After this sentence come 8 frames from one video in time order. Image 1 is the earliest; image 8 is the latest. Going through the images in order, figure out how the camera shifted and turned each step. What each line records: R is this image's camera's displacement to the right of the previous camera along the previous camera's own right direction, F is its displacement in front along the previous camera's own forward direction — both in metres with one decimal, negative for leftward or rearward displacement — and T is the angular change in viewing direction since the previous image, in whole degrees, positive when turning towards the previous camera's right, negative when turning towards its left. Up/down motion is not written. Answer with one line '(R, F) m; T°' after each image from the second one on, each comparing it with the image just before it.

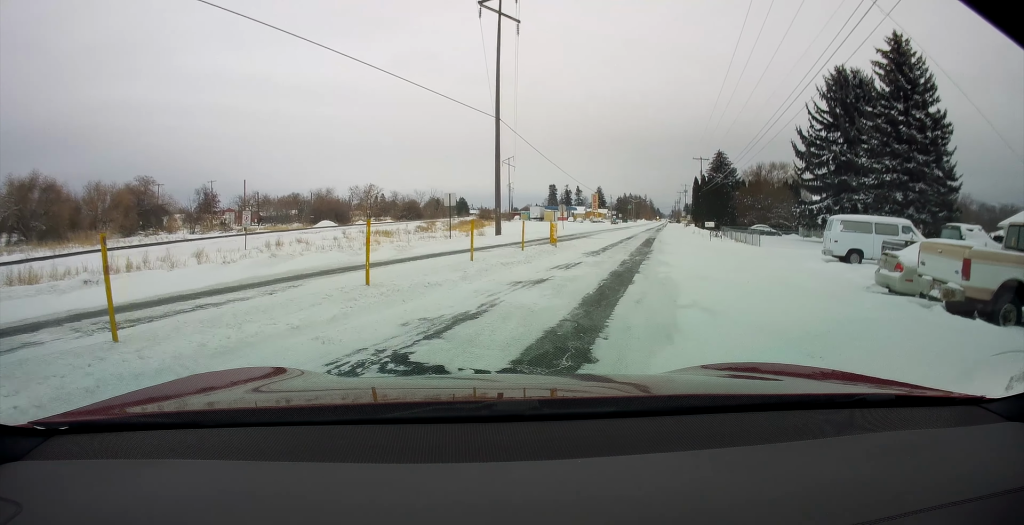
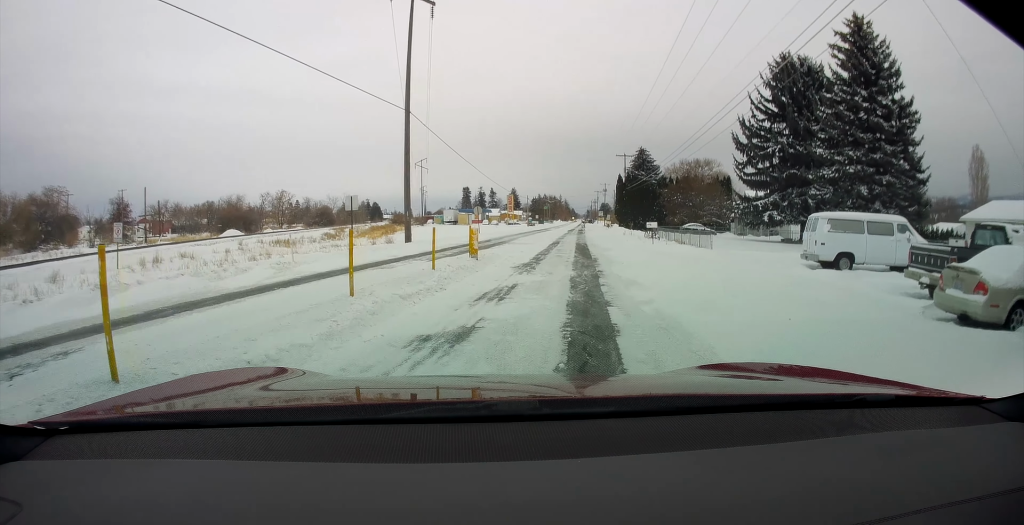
(+0.4, +3.6) m; +9°
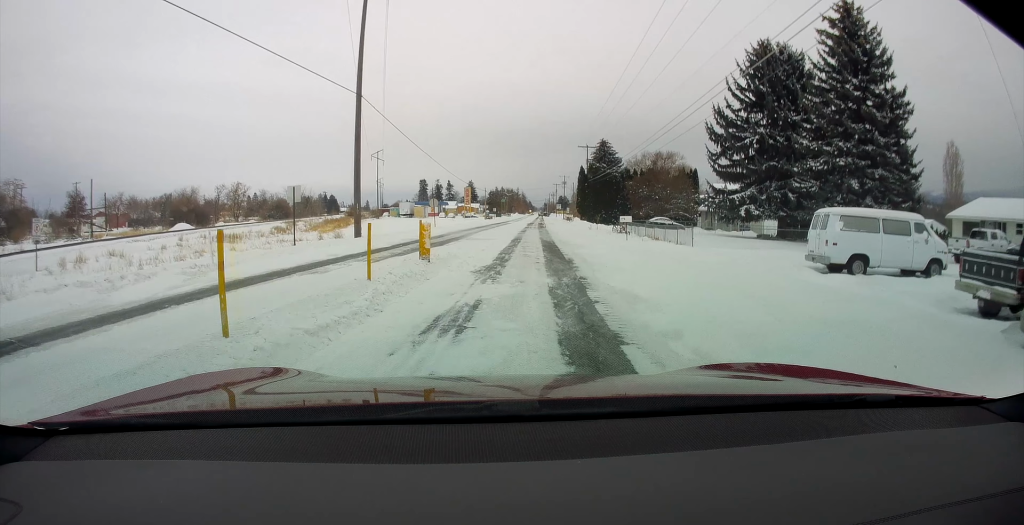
(+0.1, +2.4) m; +4°
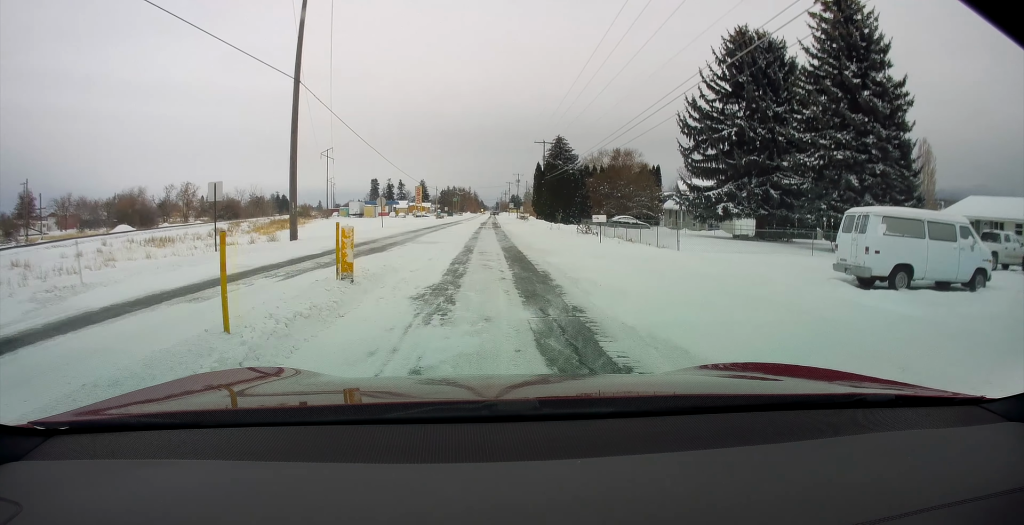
(0.0, +3.5) m; +1°
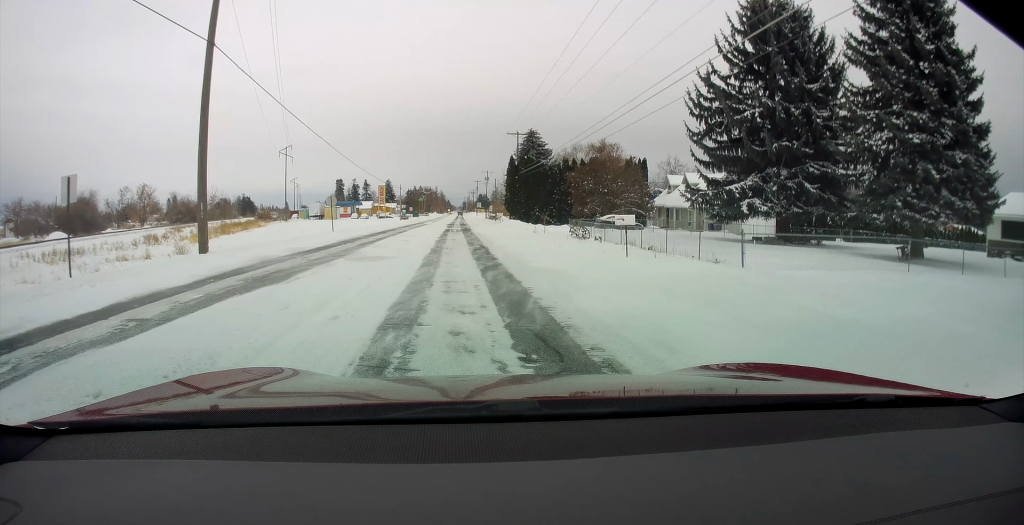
(+0.2, +7.2) m; +6°
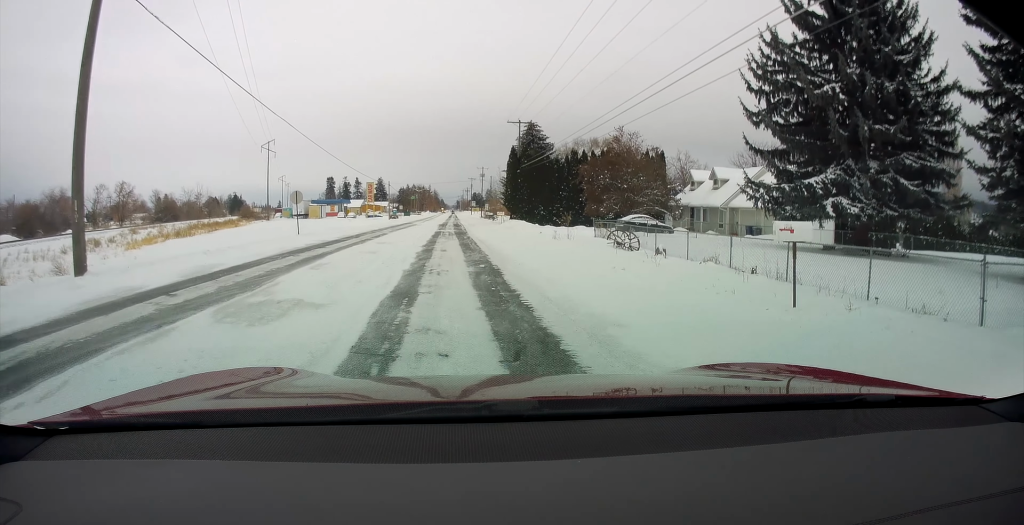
(+0.6, +8.0) m; +5°
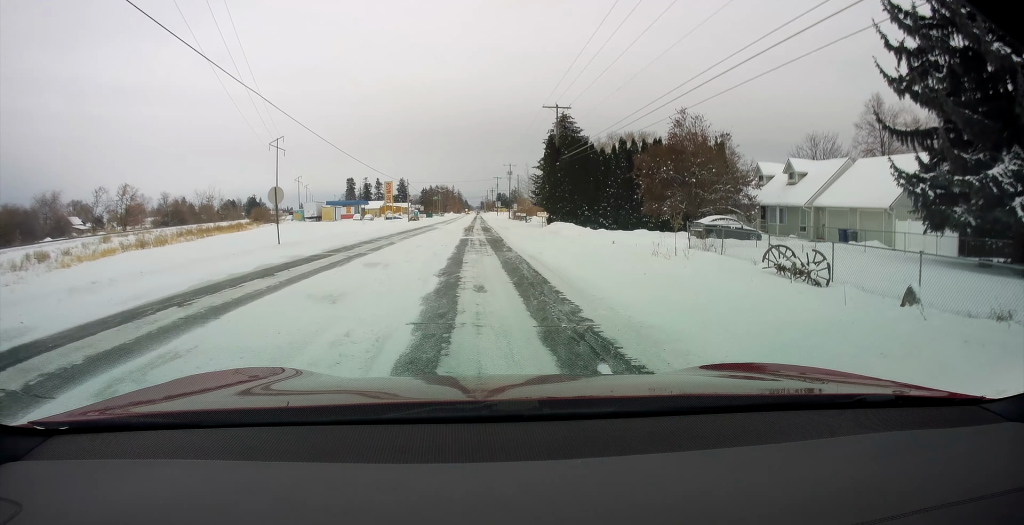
(0.0, +9.1) m; 0°
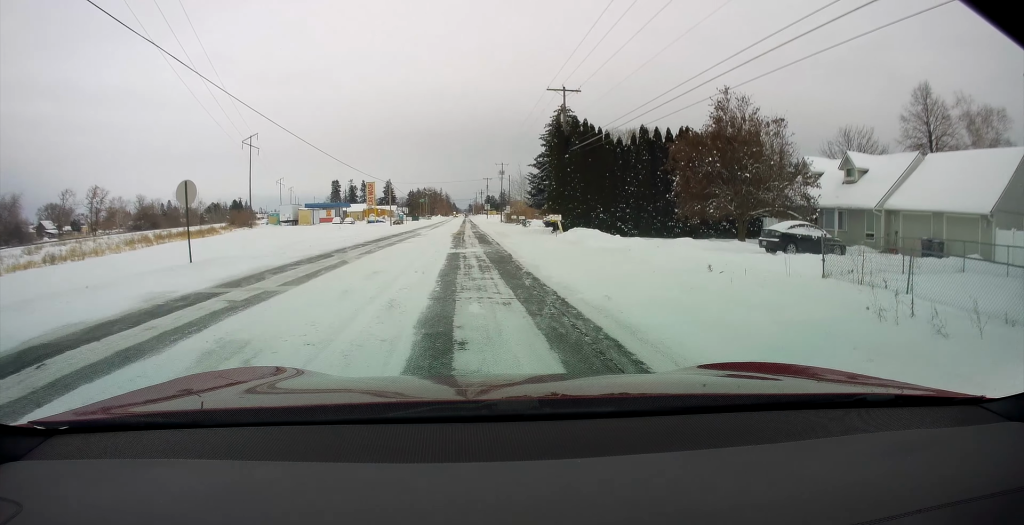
(0.0, +8.3) m; -3°
